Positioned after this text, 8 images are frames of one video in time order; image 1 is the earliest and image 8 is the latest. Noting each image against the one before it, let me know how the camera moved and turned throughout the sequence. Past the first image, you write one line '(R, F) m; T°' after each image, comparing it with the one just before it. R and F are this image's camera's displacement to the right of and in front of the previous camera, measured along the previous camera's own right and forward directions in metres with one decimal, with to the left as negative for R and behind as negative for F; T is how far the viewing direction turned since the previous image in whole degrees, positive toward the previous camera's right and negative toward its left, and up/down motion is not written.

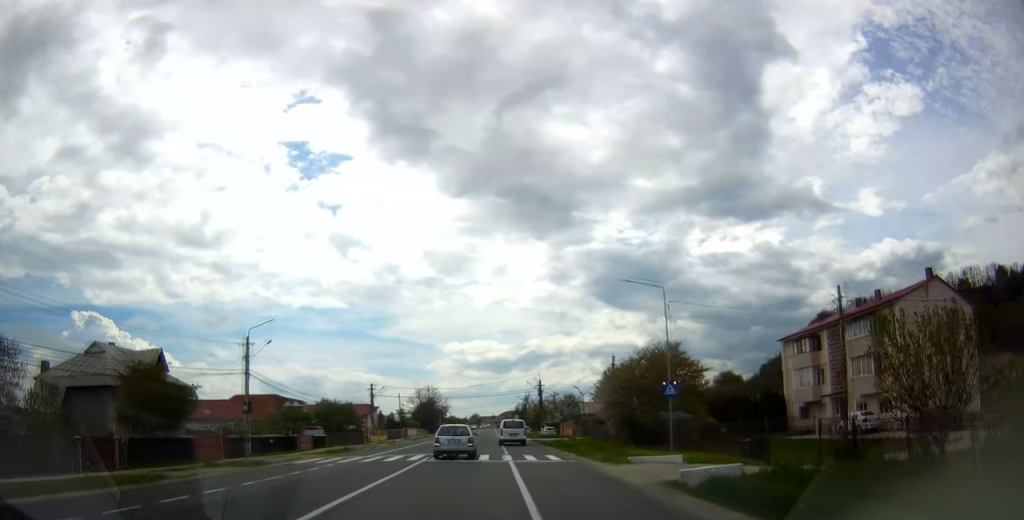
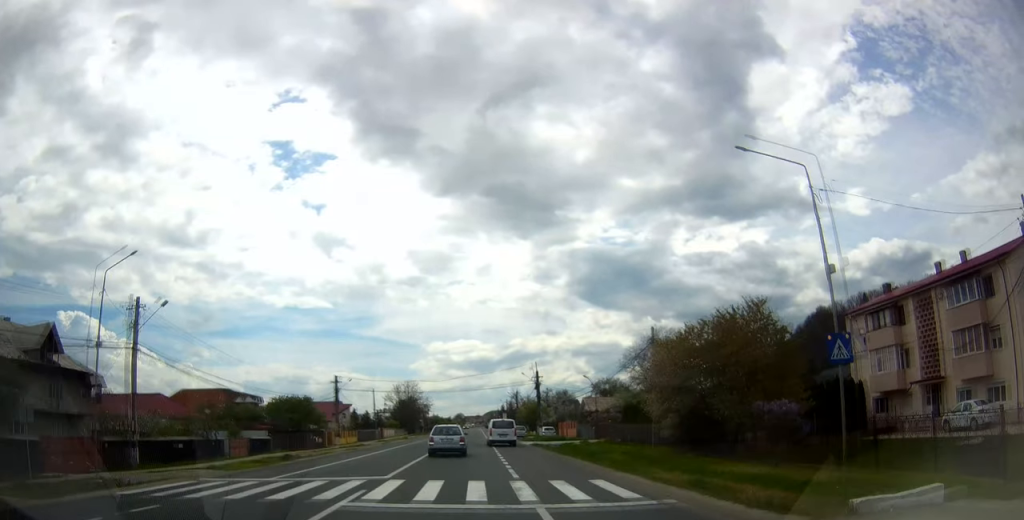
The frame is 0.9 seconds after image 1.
(-0.1, +12.9) m; +1°
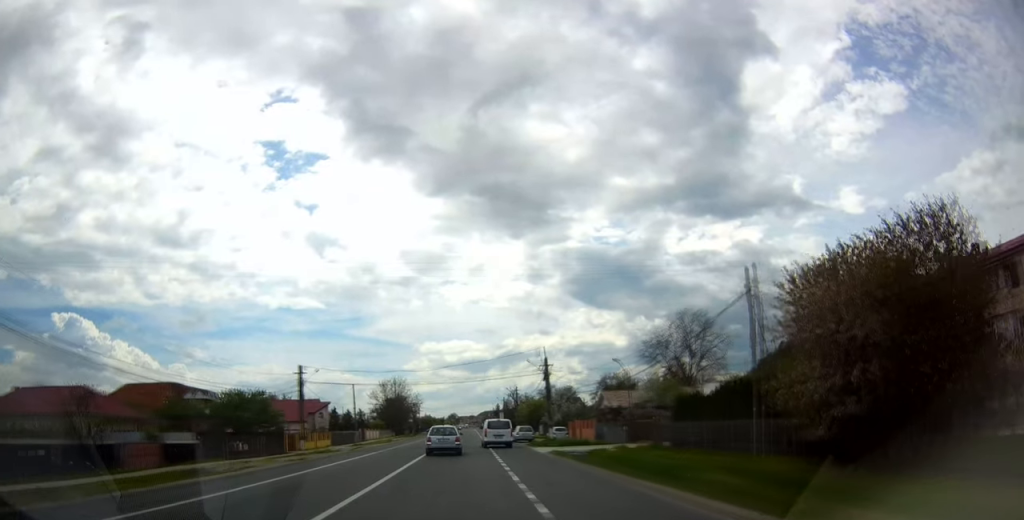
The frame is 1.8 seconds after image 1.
(+0.3, +12.0) m; +1°
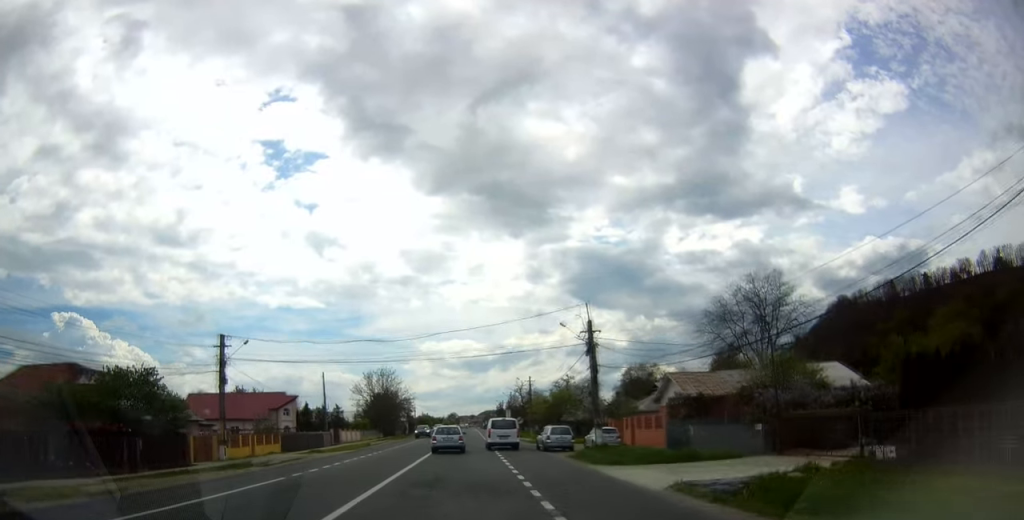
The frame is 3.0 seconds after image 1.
(0.0, +18.6) m; +1°
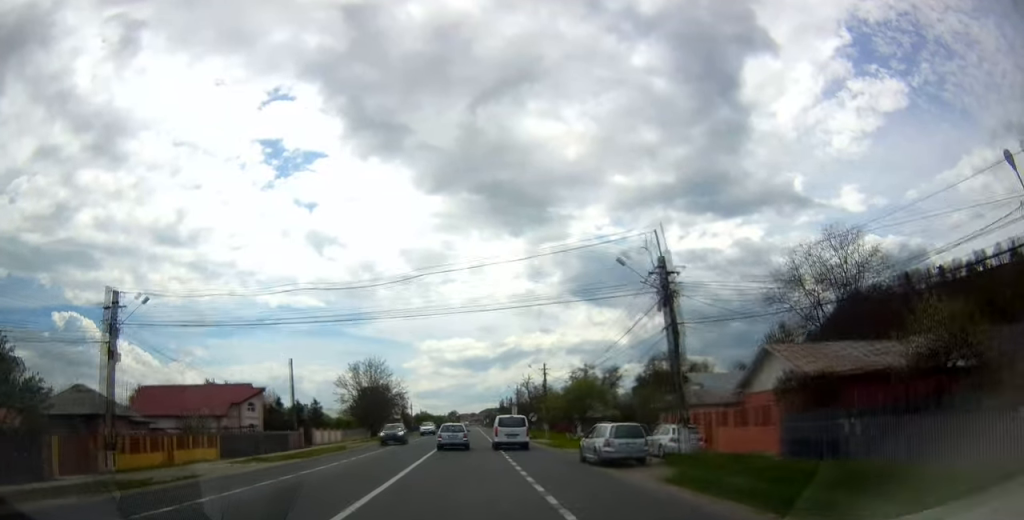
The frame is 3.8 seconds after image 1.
(+0.2, +13.2) m; +2°
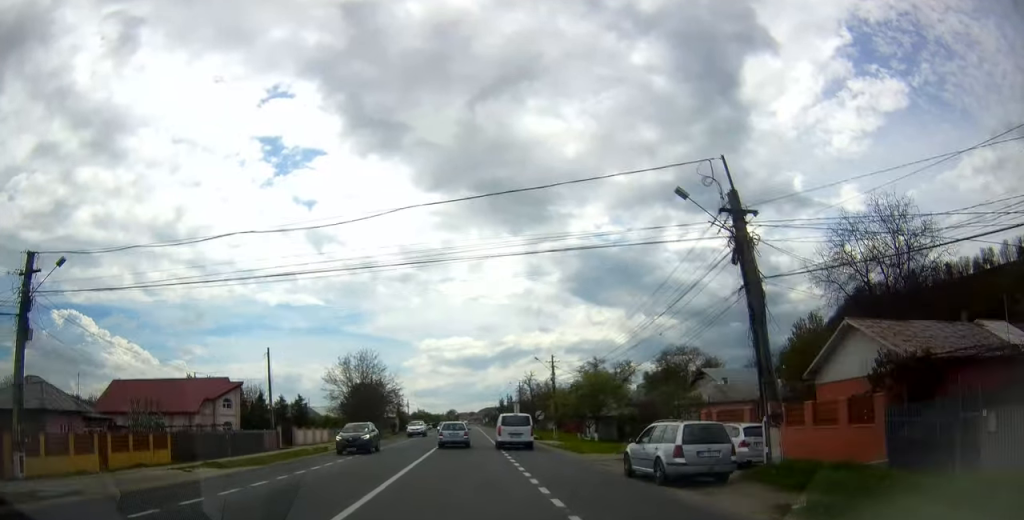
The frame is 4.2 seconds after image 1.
(+0.1, +6.4) m; +1°
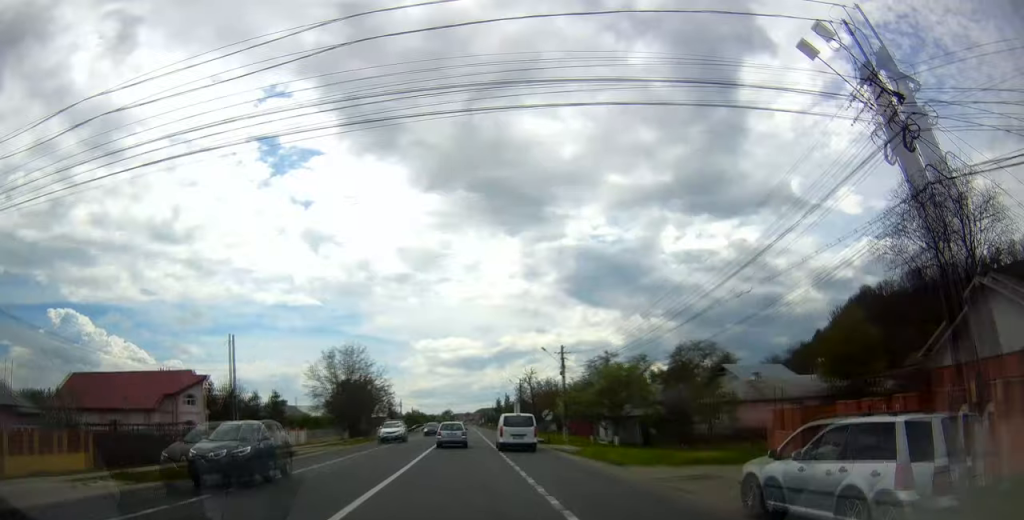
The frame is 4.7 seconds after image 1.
(0.0, +7.8) m; 0°
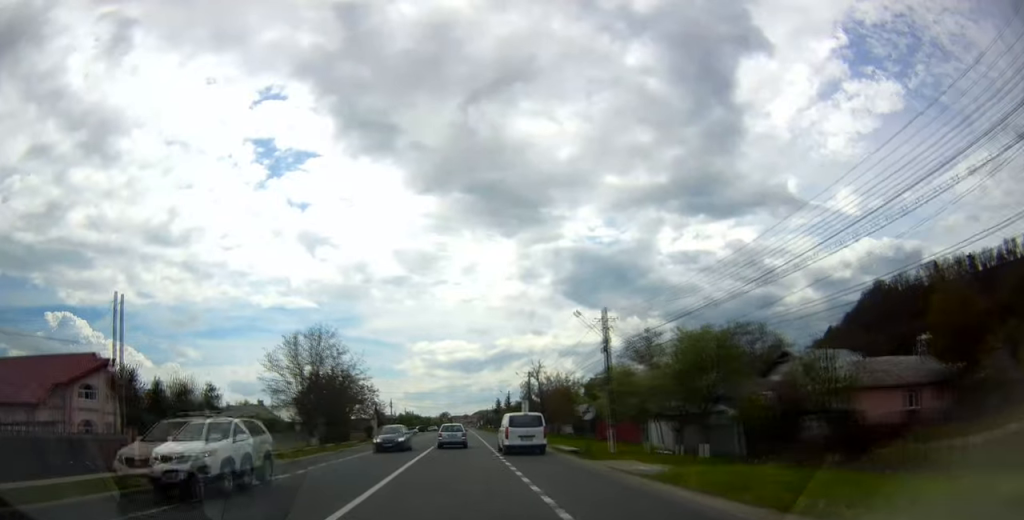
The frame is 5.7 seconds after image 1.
(+0.1, +15.6) m; +1°
